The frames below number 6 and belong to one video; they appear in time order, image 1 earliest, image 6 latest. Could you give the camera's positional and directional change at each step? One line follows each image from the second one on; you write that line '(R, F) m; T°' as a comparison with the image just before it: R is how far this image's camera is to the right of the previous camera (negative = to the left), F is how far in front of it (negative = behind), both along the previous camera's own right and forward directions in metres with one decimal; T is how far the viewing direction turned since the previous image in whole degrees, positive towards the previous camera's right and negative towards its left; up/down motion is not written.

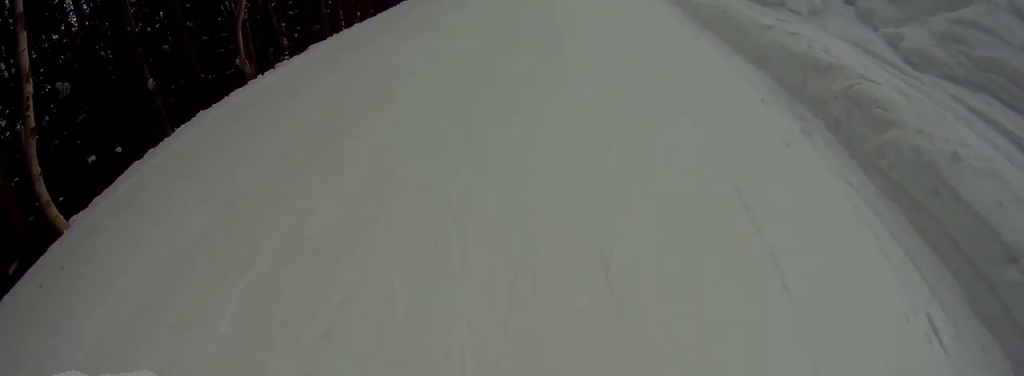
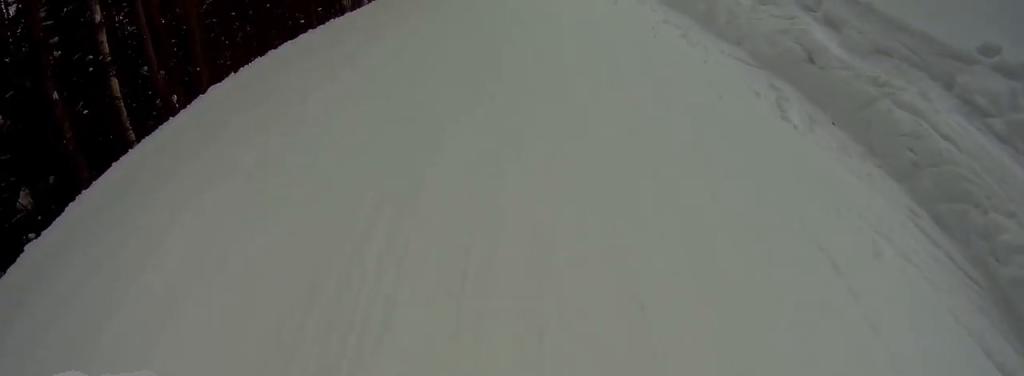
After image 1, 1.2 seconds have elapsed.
(+0.5, +12.2) m; +6°
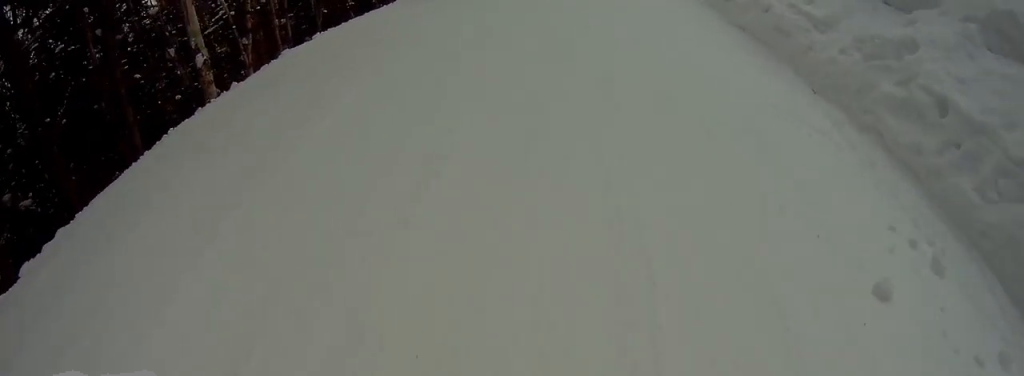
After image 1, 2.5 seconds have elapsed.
(+0.9, +13.1) m; +3°
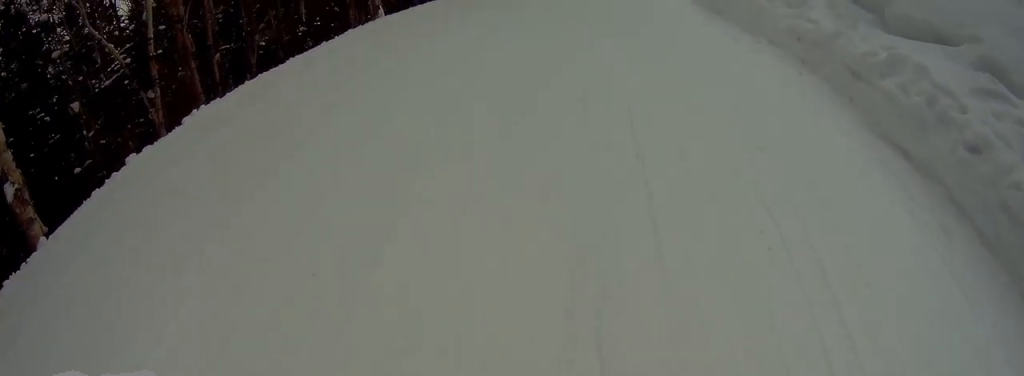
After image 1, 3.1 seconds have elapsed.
(0.0, +6.0) m; 0°
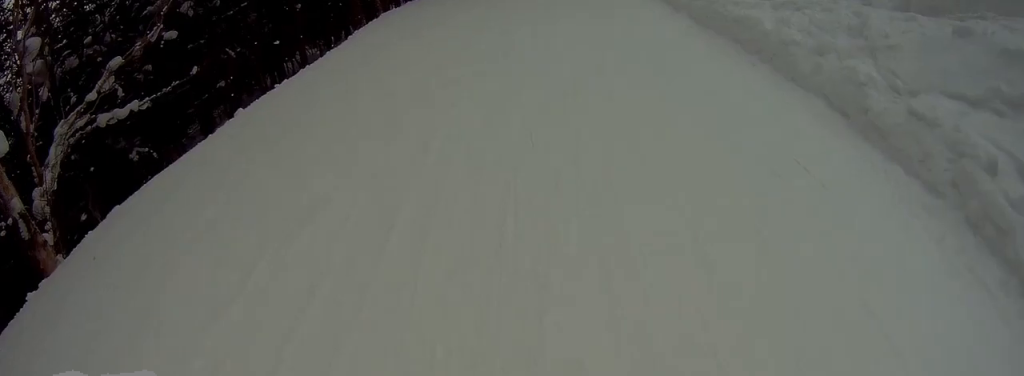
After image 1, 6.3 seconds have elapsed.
(-0.5, +33.0) m; -7°
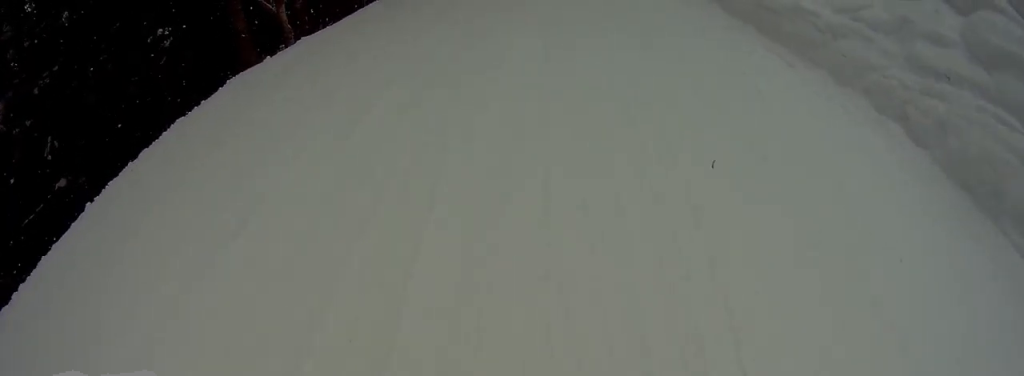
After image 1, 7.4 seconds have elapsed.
(-0.5, +10.2) m; 0°
